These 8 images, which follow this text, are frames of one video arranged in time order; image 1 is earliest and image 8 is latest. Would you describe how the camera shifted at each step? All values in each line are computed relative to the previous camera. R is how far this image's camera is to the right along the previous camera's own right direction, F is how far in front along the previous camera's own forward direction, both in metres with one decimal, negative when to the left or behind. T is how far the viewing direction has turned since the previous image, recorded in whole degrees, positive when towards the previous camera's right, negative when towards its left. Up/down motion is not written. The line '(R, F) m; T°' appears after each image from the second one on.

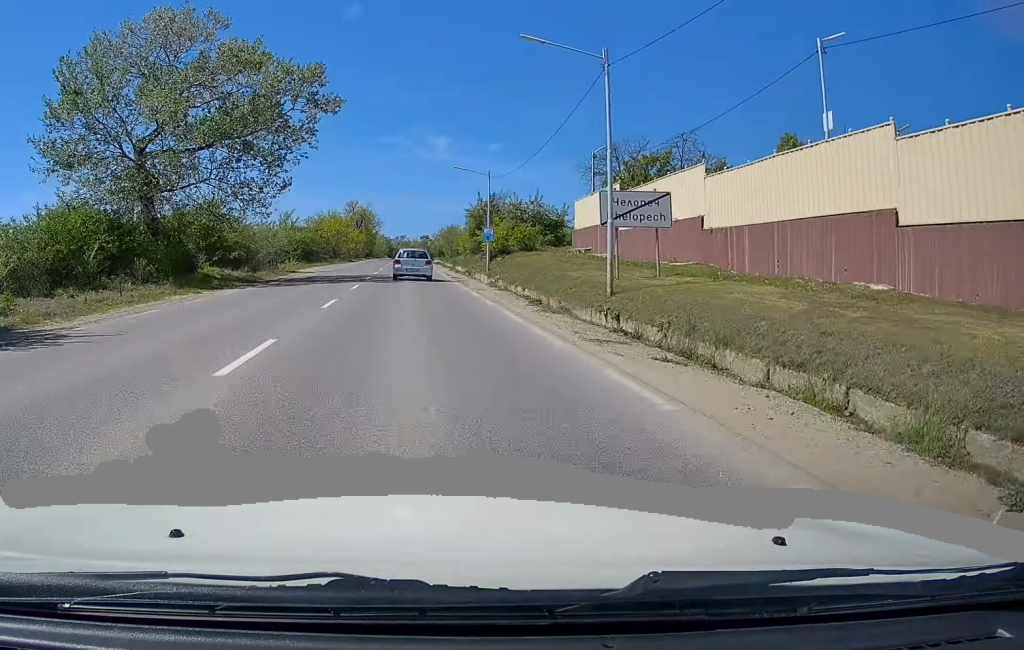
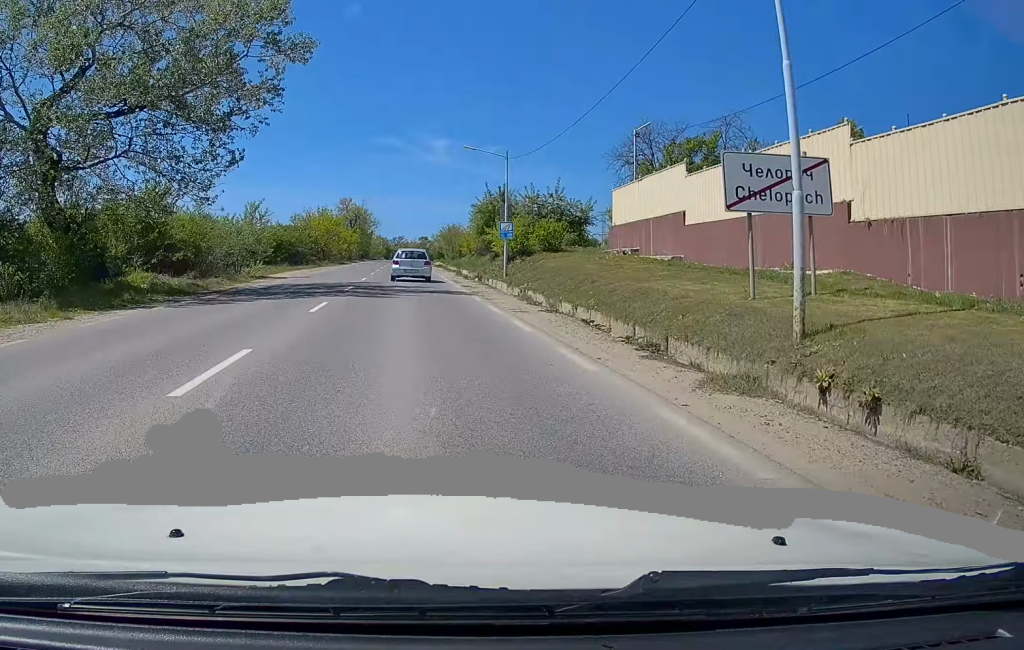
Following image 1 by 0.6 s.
(0.0, +9.9) m; 0°
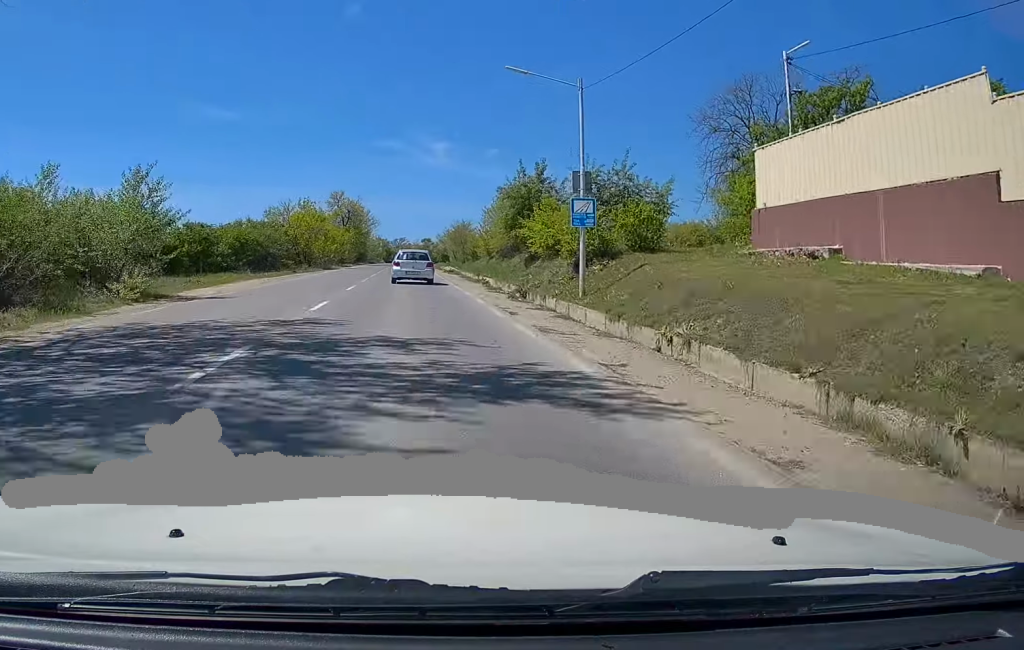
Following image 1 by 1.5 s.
(+0.1, +17.0) m; 0°
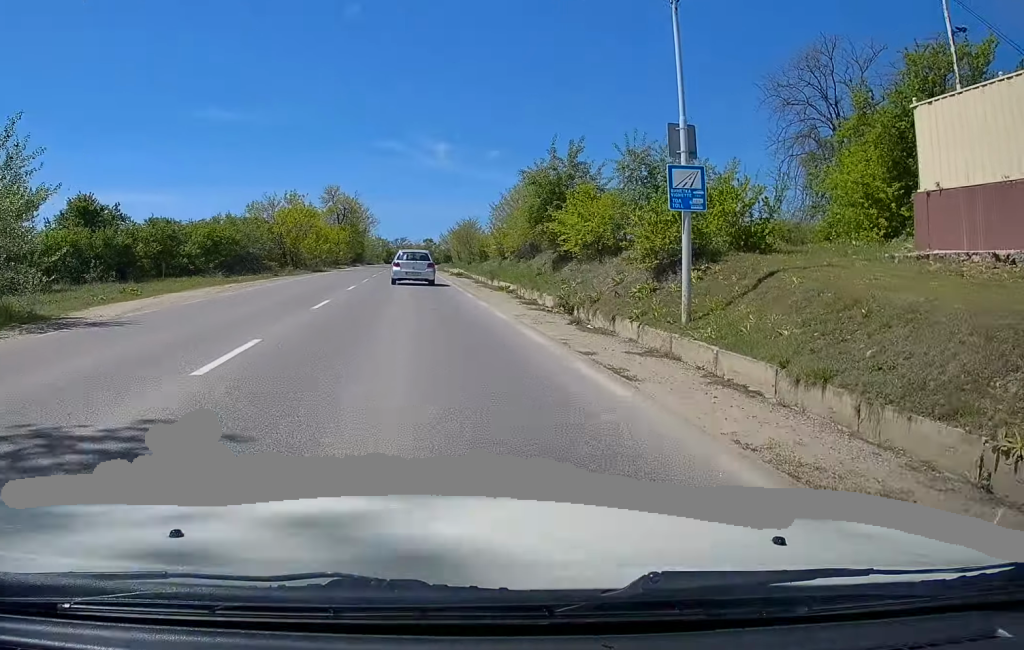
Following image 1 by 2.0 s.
(+0.1, +8.3) m; 0°
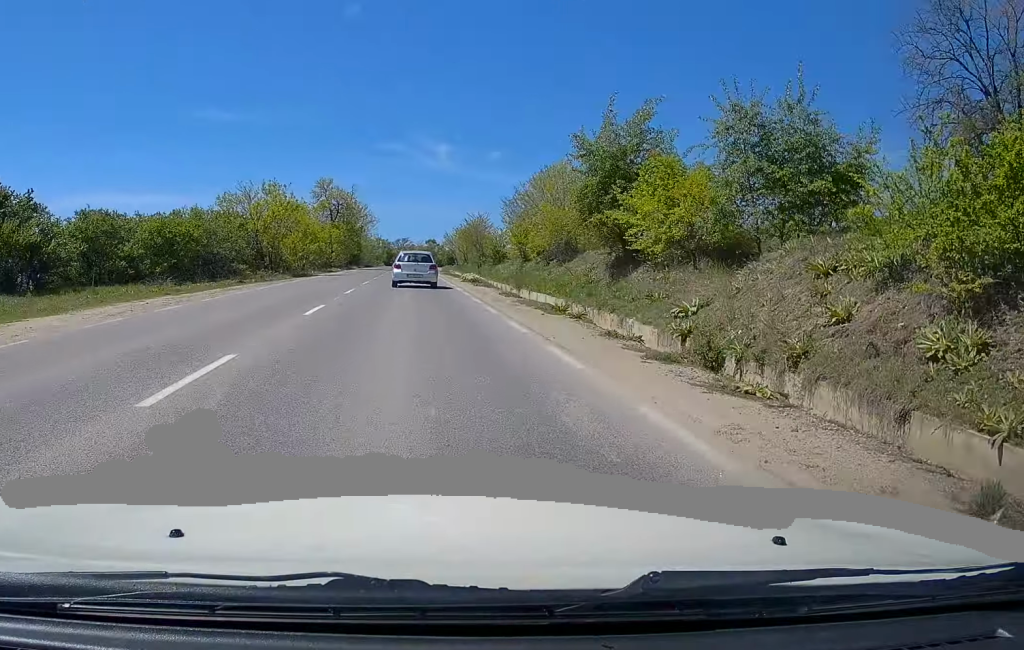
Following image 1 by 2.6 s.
(0.0, +10.3) m; 0°
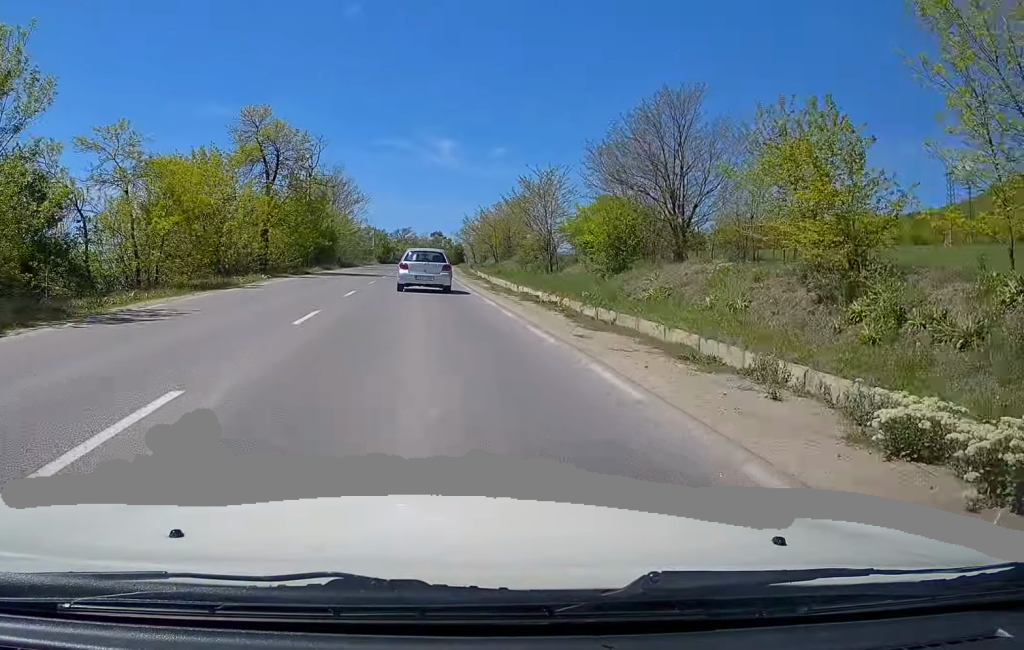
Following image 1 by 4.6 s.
(0.0, +38.2) m; 0°
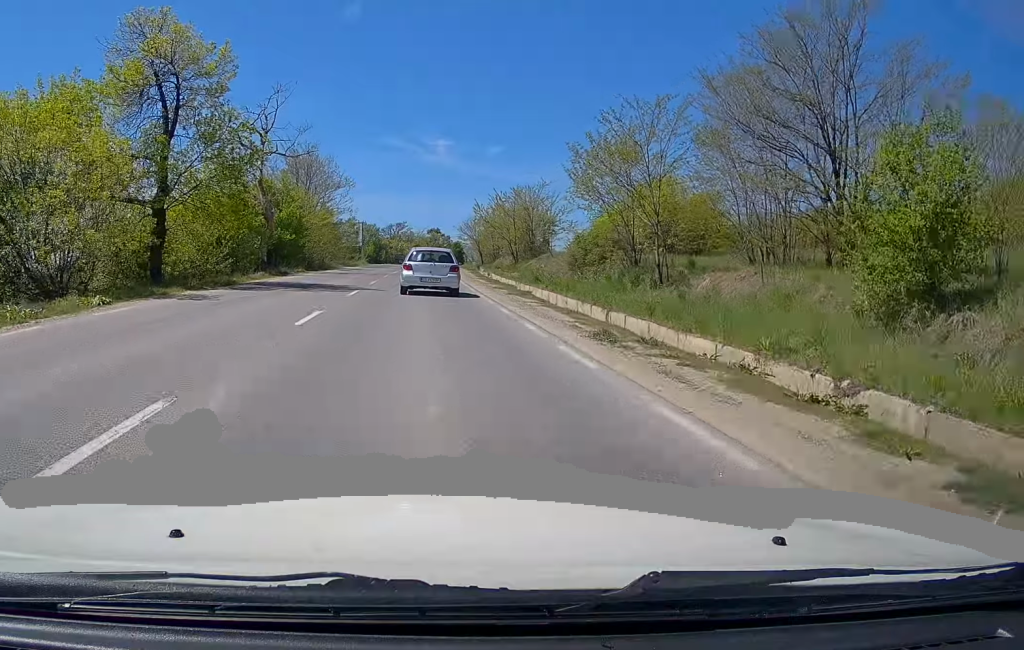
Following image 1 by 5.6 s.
(-0.2, +18.5) m; 0°
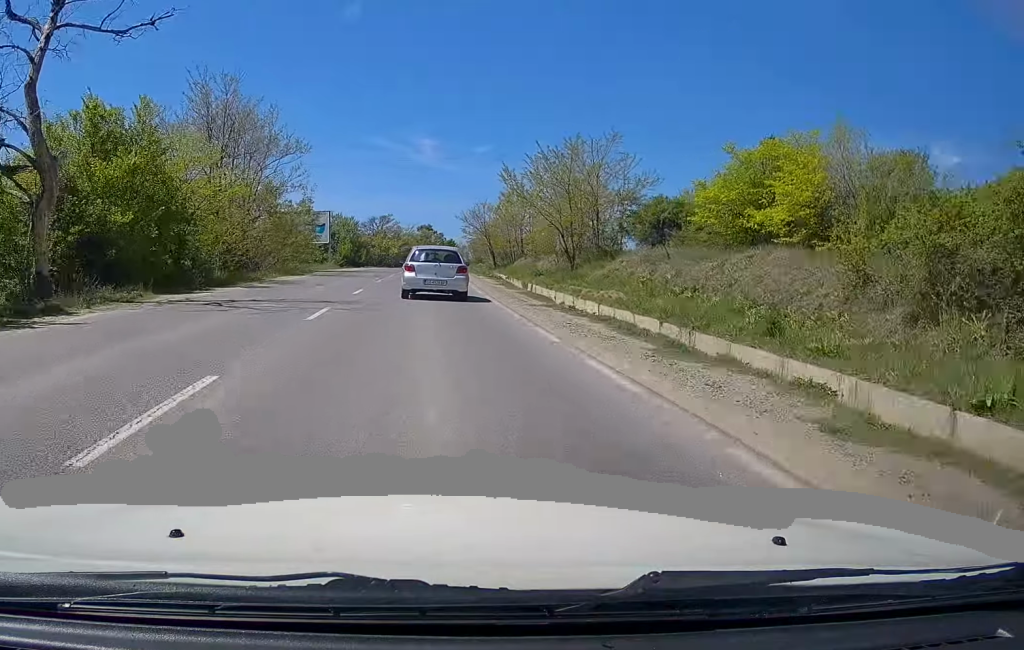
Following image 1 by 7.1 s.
(+0.3, +26.2) m; +2°
